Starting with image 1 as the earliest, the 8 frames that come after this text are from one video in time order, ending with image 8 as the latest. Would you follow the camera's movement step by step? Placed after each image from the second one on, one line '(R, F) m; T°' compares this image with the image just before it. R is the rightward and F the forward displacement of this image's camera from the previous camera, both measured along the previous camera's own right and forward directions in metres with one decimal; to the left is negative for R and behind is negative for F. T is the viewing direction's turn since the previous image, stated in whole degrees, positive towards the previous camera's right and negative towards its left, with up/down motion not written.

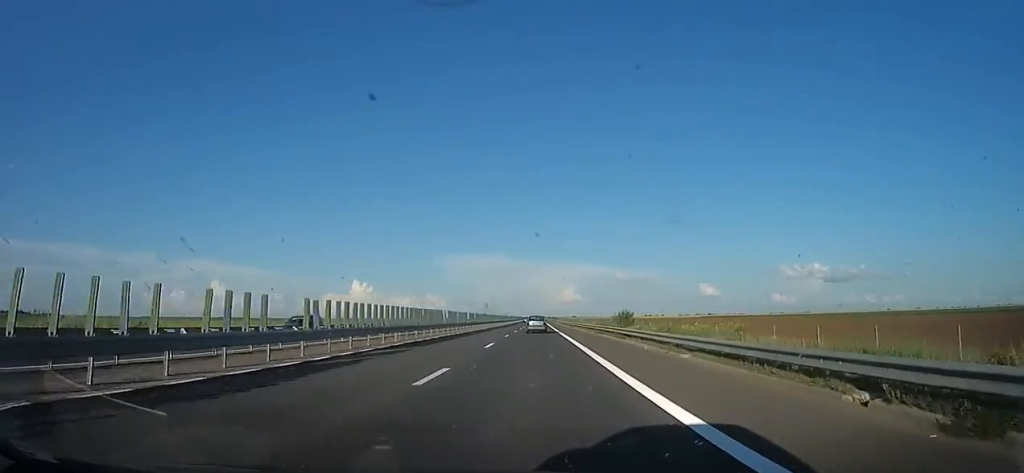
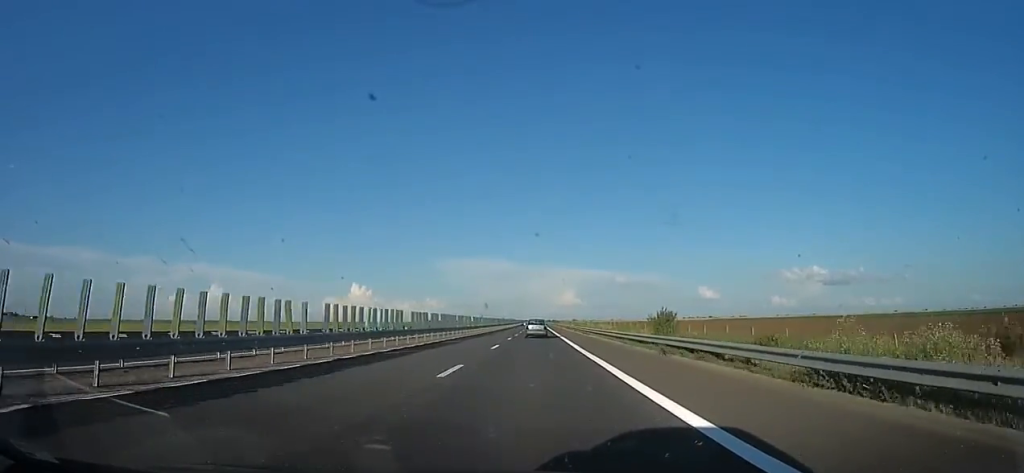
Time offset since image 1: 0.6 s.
(+0.6, +21.9) m; +2°
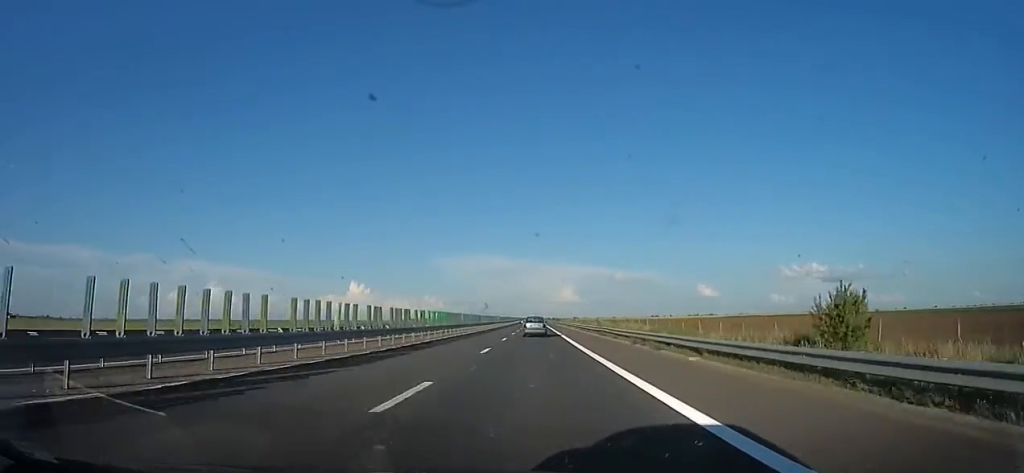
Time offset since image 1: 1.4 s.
(0.0, +28.9) m; -2°
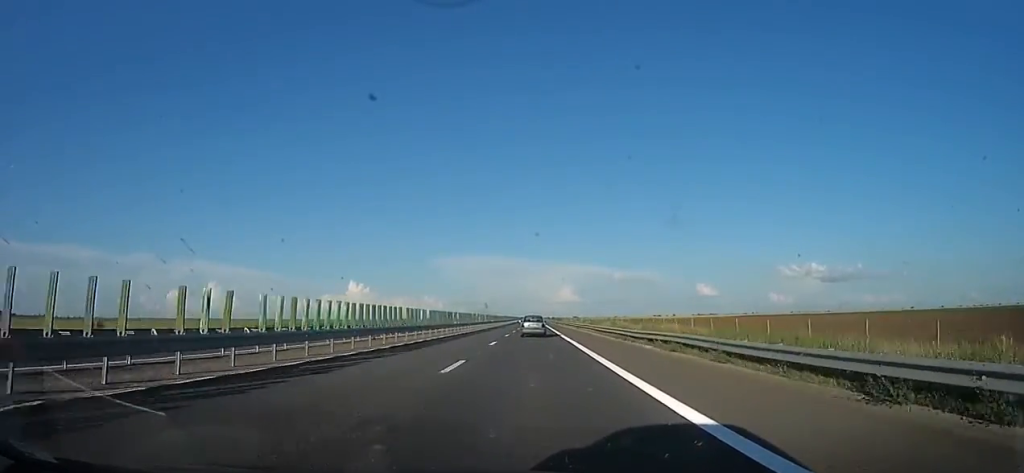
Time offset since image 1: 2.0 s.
(-0.4, +19.3) m; 0°
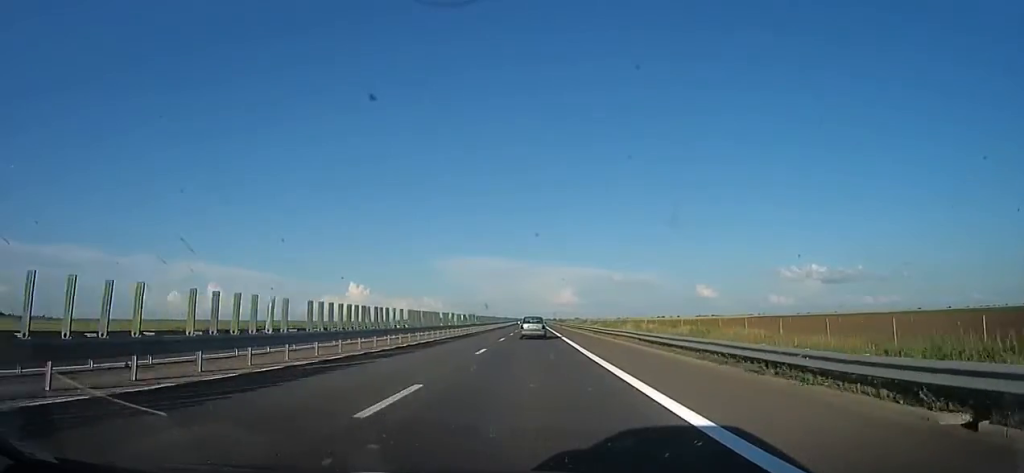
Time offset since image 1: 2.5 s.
(-0.8, +17.5) m; 0°
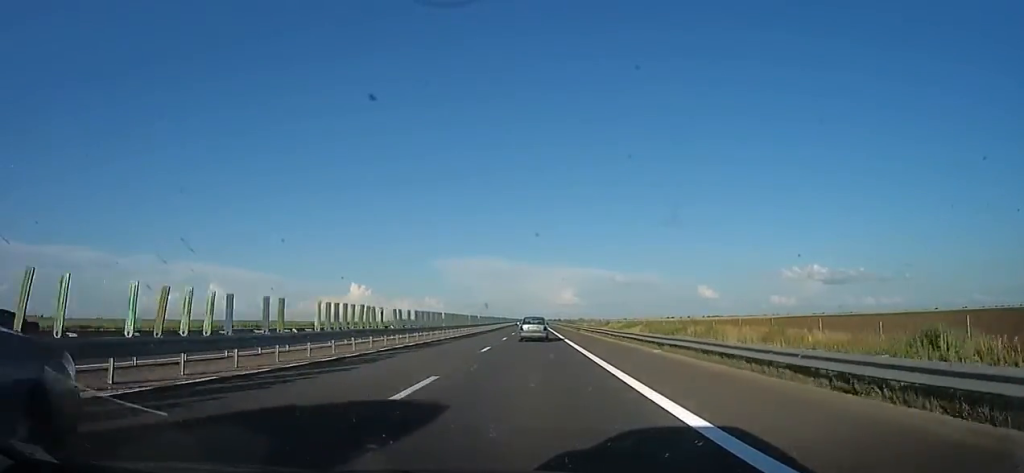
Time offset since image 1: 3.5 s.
(+1.1, +35.2) m; +2°
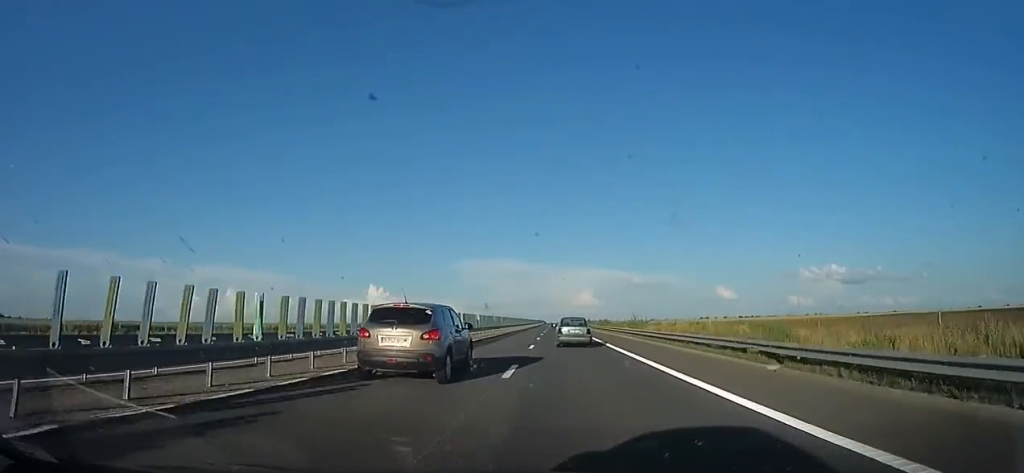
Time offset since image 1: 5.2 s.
(-1.3, +56.5) m; -2°
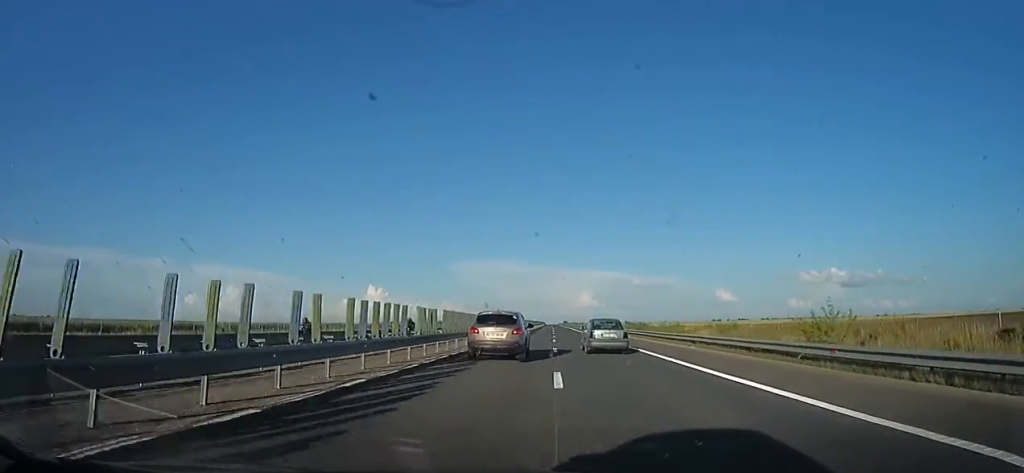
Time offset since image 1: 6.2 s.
(+0.2, +37.2) m; 0°
